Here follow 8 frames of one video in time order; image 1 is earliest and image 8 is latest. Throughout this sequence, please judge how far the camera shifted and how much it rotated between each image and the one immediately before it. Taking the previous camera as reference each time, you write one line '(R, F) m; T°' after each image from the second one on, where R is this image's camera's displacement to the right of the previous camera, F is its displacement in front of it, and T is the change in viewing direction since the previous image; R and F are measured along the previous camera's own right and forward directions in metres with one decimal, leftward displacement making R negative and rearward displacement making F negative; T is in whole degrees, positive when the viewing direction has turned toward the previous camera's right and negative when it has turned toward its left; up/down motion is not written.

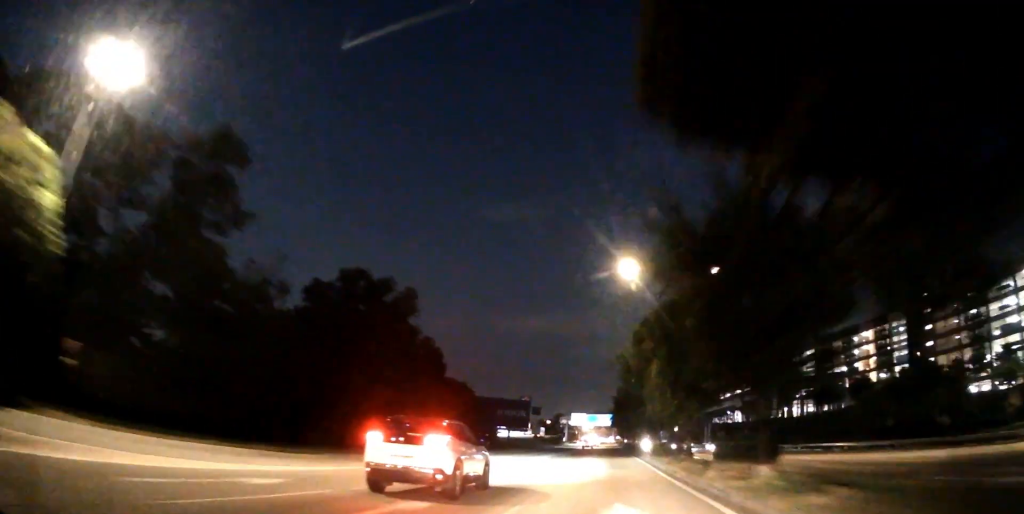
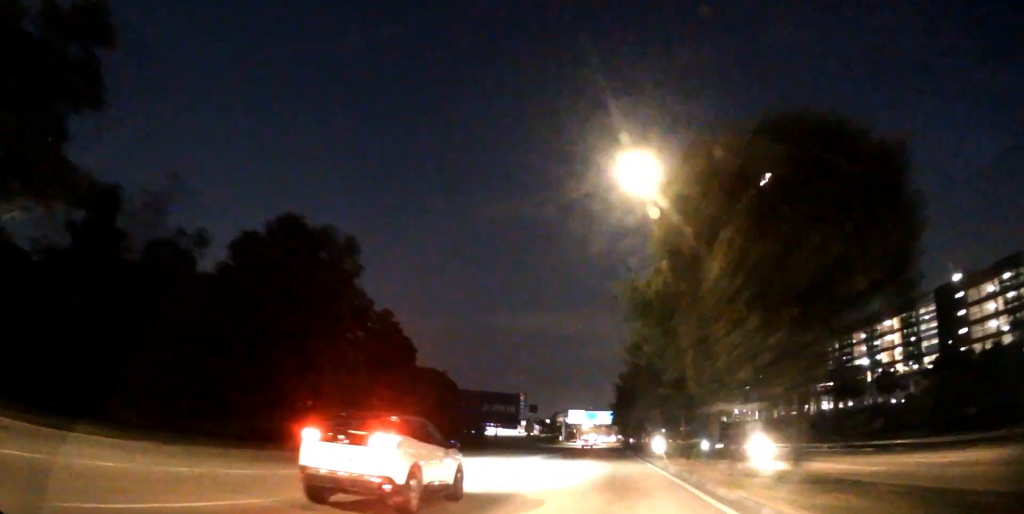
(0.0, +13.1) m; 0°
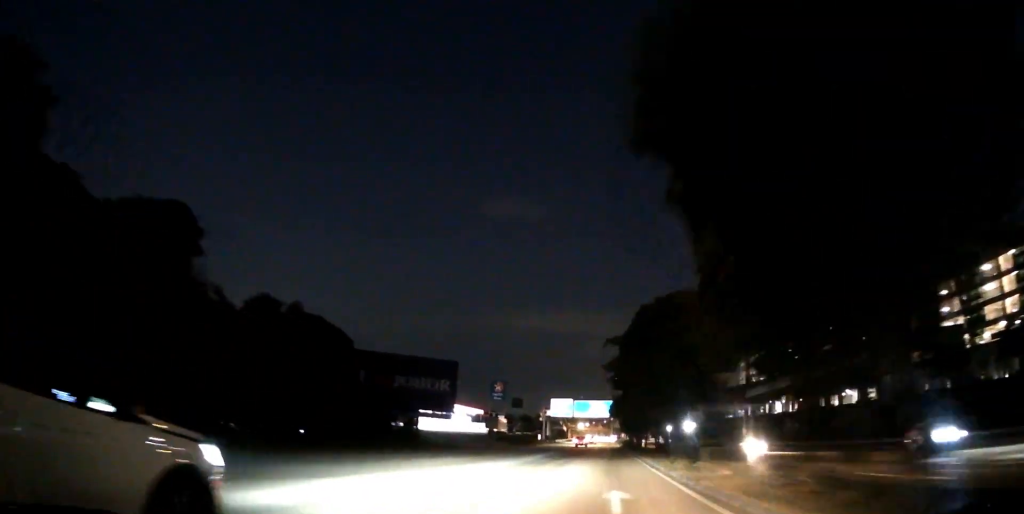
(0.0, +43.8) m; 0°
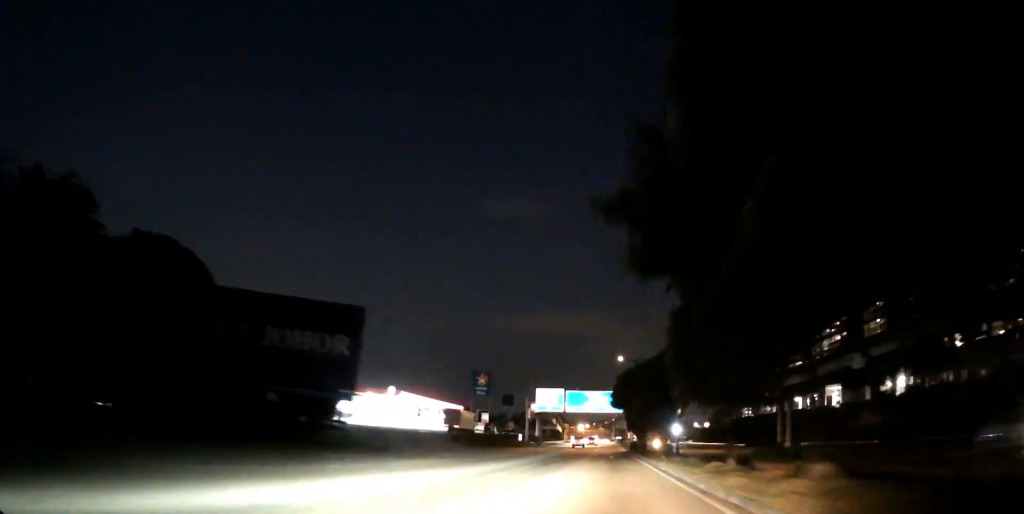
(0.0, +26.7) m; 0°
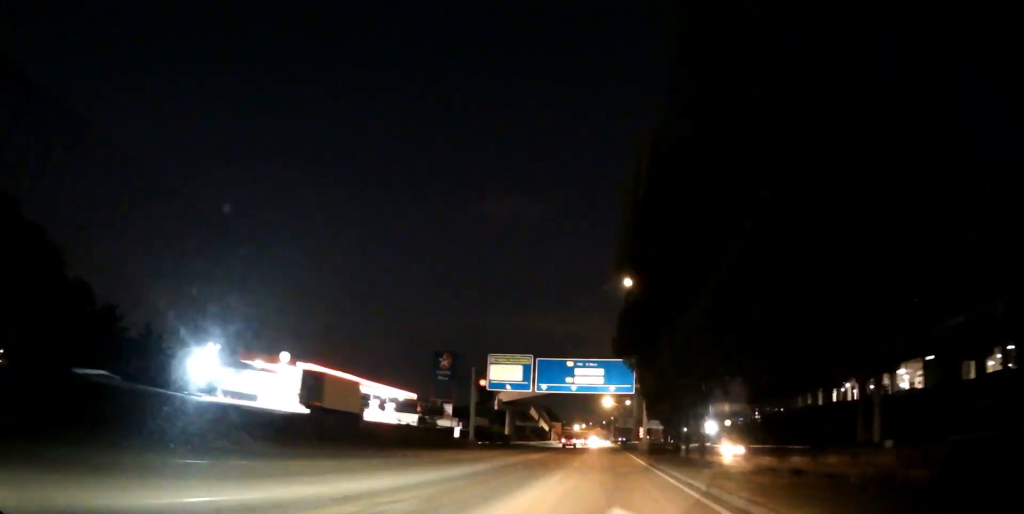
(0.0, +34.5) m; 0°
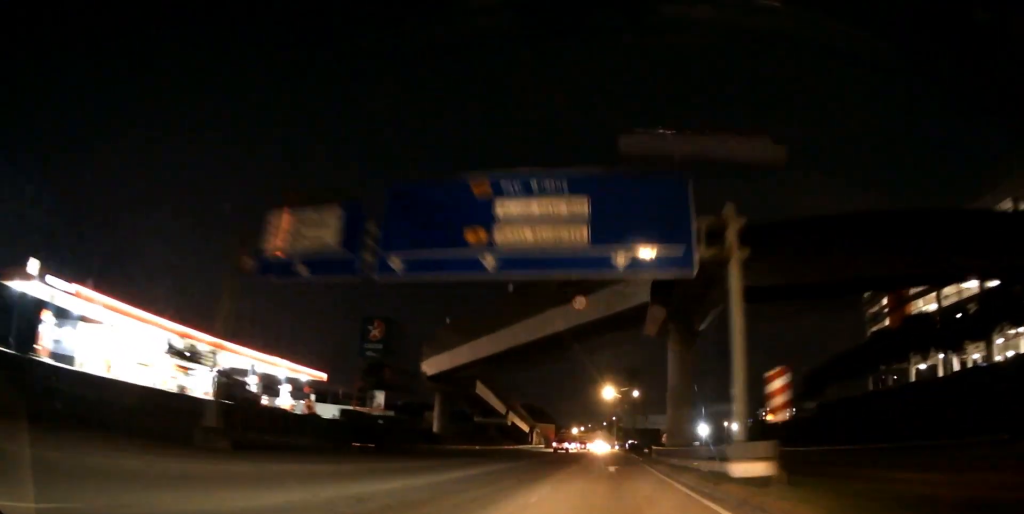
(+0.1, +39.9) m; 0°
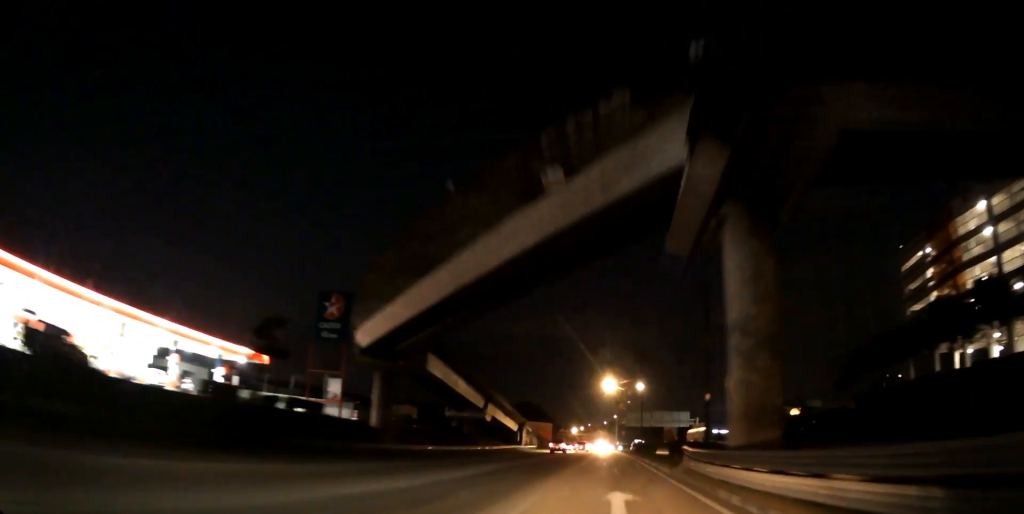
(0.0, +15.2) m; 0°
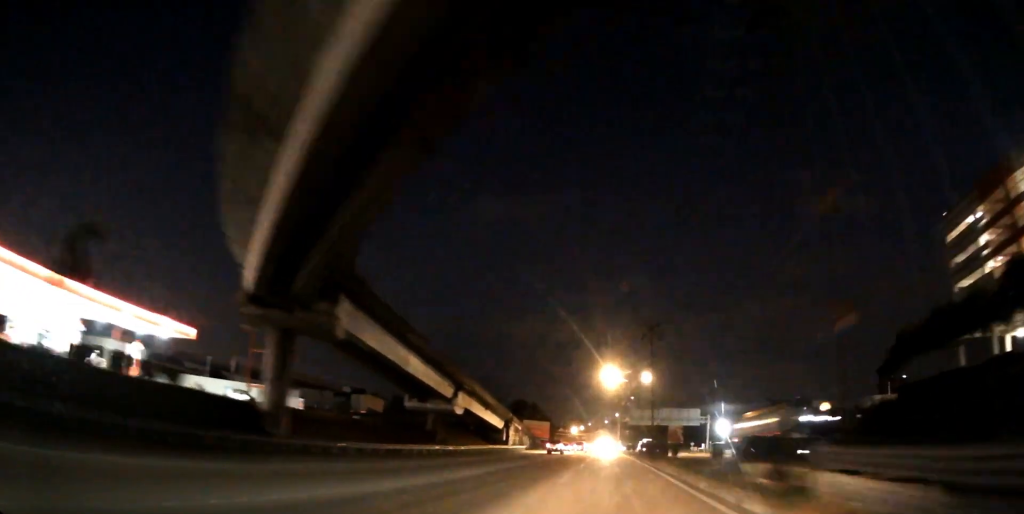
(0.0, +14.7) m; 0°
